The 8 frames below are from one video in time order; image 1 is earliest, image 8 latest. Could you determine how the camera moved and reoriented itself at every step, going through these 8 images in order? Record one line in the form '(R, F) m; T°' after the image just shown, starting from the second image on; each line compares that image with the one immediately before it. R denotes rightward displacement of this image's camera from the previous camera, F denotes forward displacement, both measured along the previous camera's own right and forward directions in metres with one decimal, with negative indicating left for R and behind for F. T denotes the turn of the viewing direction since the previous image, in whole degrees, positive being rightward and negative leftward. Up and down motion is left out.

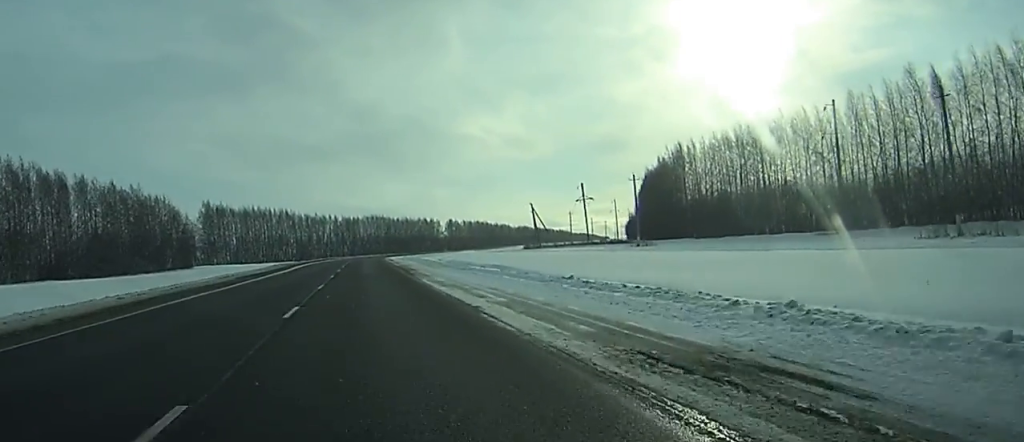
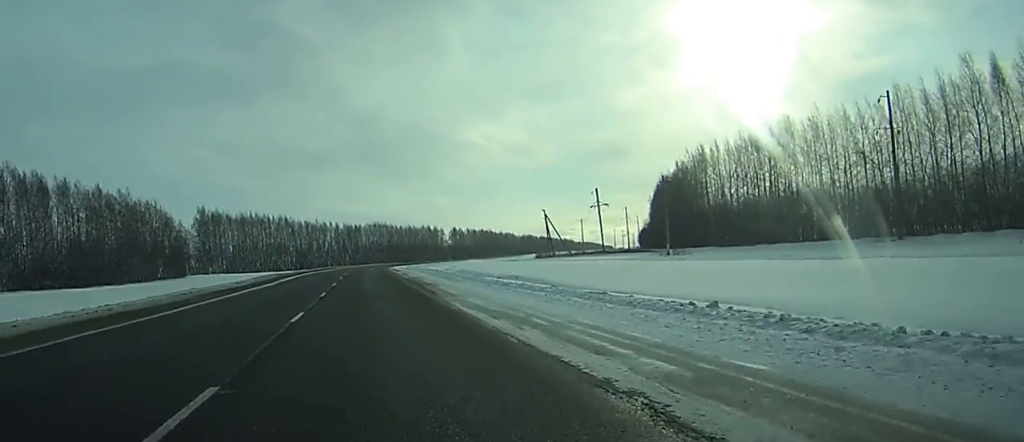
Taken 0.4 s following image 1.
(0.0, +10.6) m; 0°
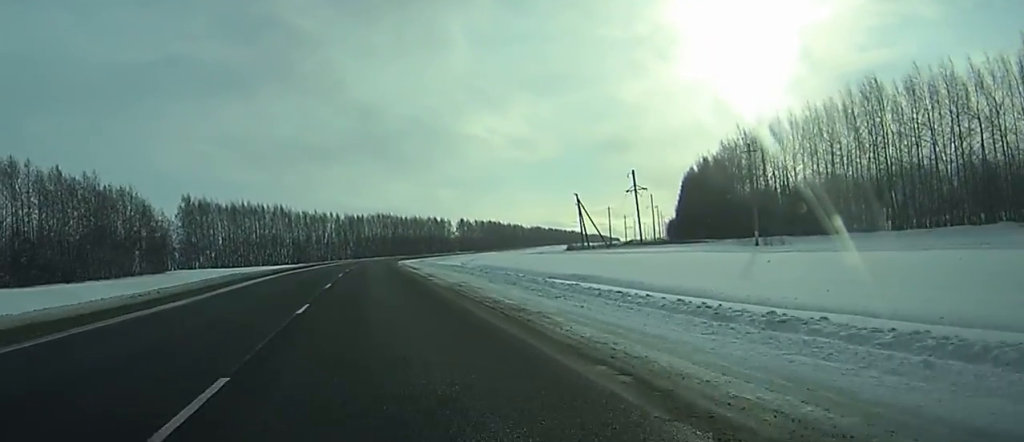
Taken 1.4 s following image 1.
(-0.1, +23.6) m; -1°
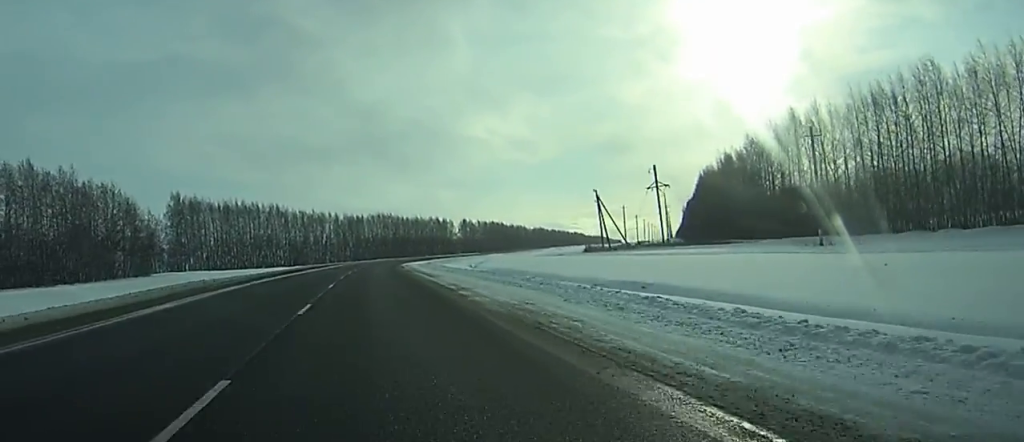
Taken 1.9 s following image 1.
(-0.1, +12.2) m; 0°
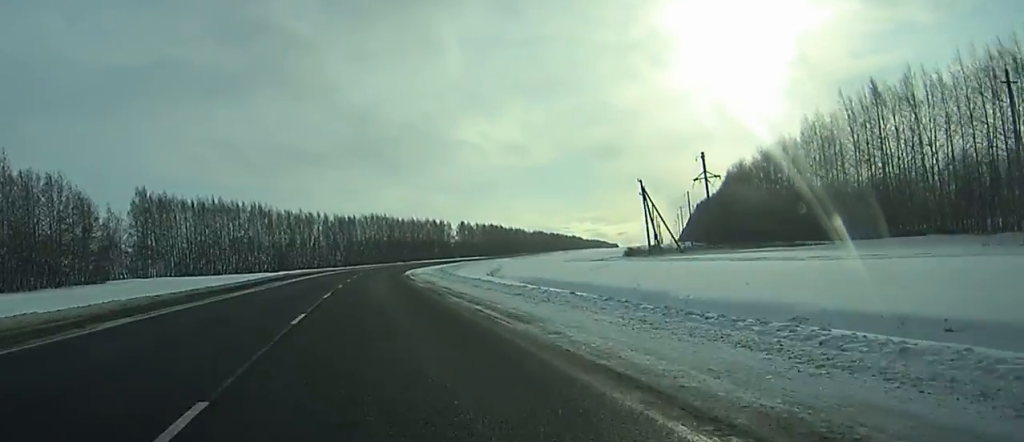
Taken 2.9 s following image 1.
(0.0, +25.1) m; 0°
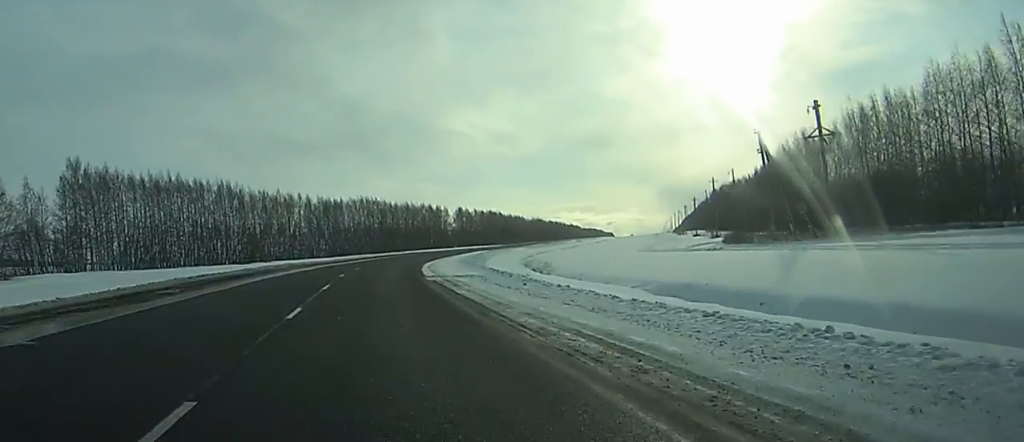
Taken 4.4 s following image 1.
(+0.3, +36.2) m; +1°
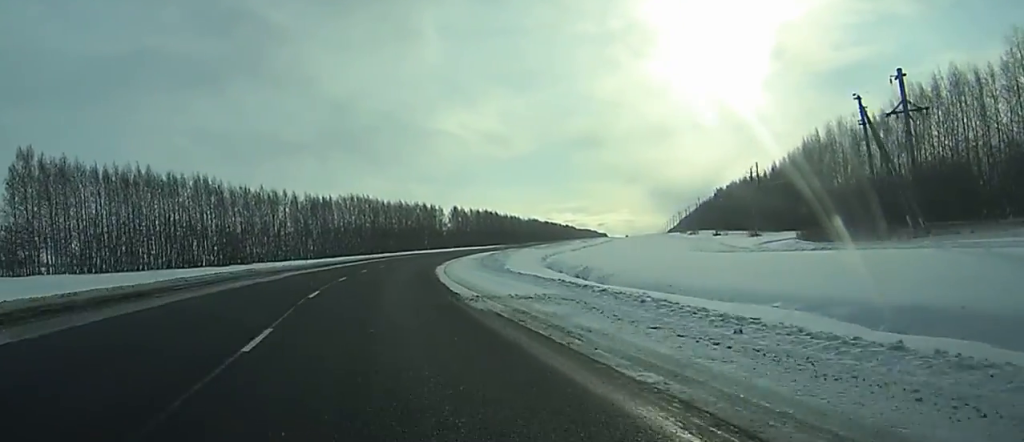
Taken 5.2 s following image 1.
(0.0, +17.5) m; 0°
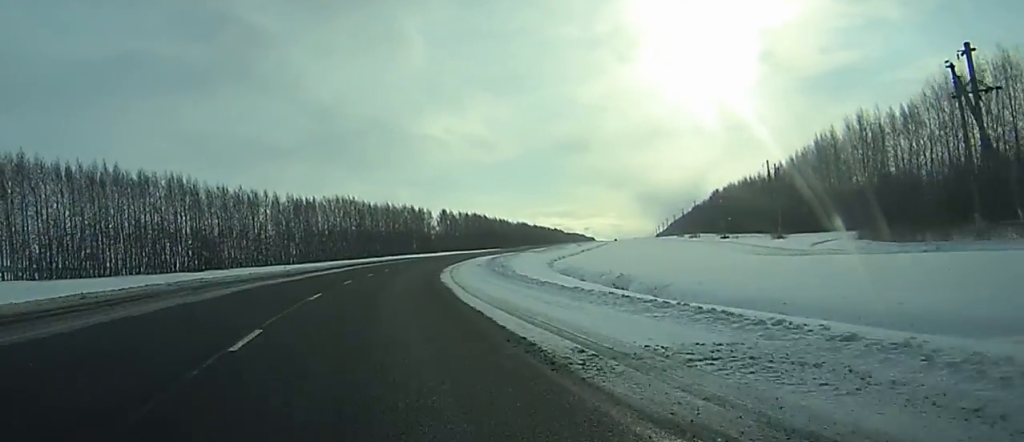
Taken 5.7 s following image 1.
(0.0, +11.8) m; 0°
